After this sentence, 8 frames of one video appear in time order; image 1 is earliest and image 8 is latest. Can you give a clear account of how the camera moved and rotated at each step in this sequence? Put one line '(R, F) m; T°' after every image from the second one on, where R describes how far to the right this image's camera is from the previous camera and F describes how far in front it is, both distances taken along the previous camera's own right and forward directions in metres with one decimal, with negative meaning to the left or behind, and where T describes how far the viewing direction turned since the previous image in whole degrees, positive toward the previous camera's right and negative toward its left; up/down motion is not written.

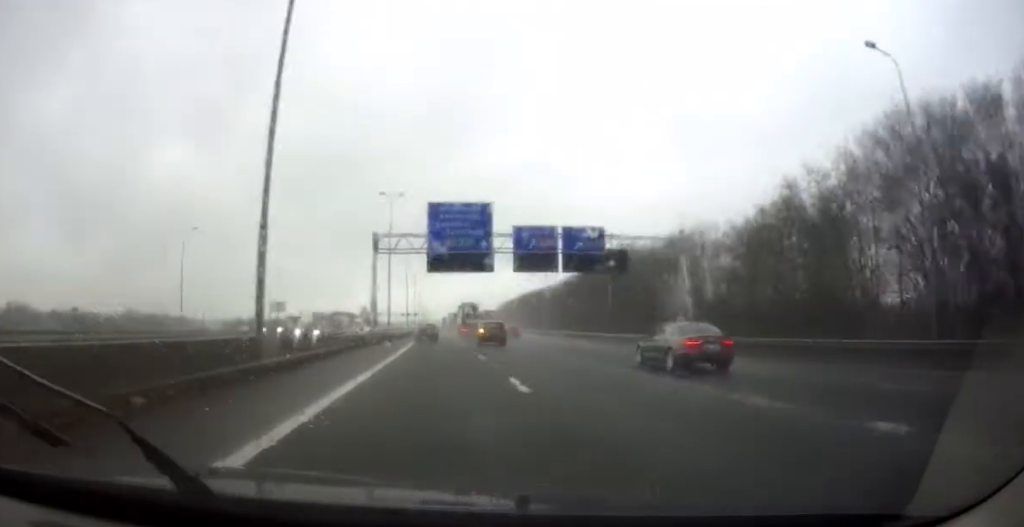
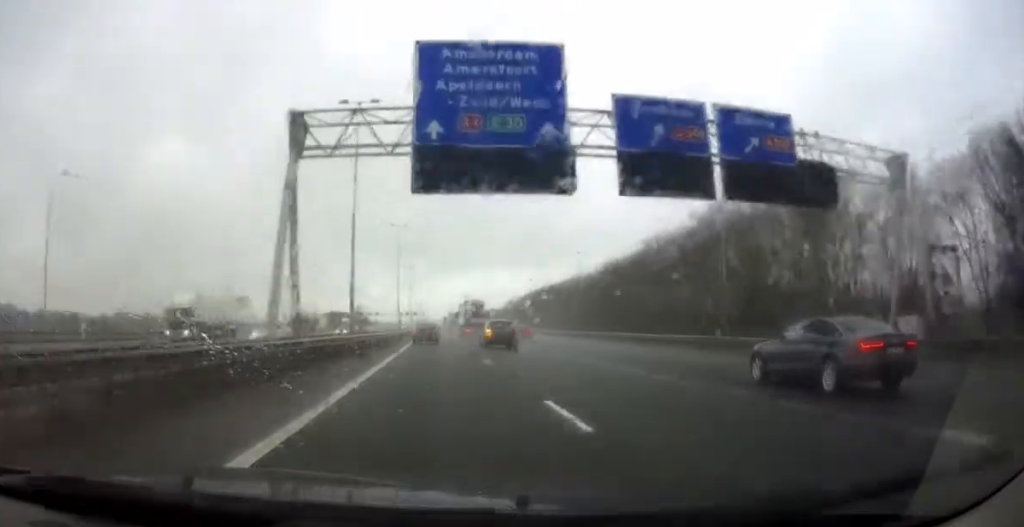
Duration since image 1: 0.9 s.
(0.0, +28.6) m; 0°
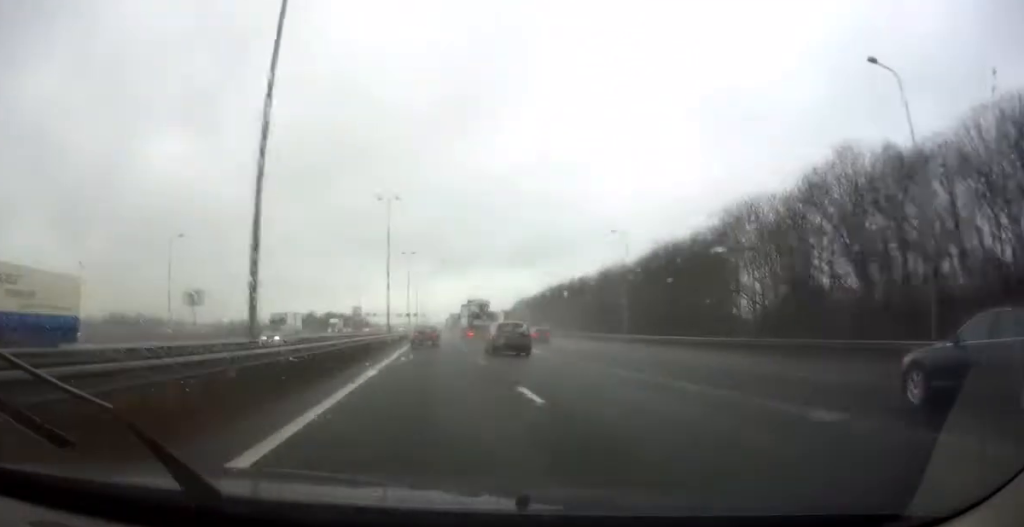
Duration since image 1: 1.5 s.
(0.0, +20.2) m; 0°
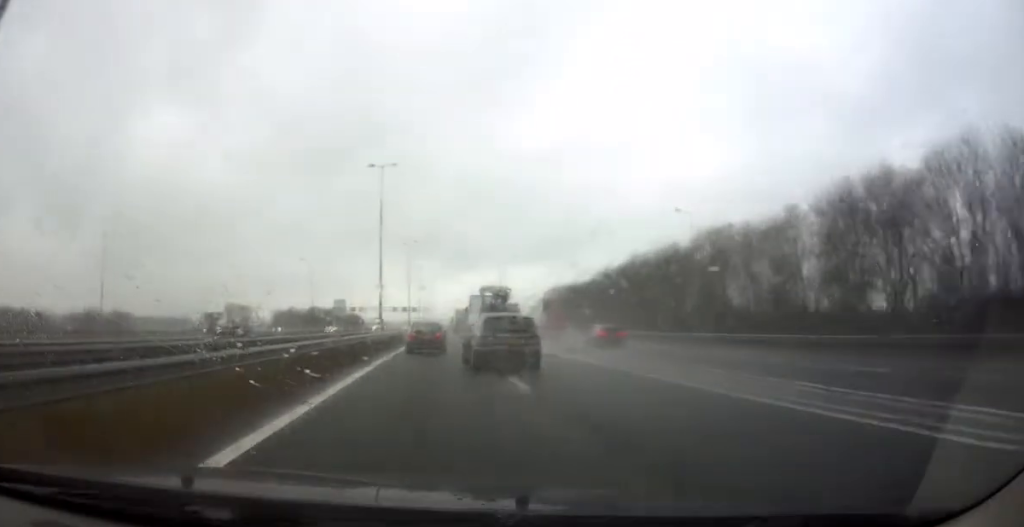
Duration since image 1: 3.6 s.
(-0.1, +62.3) m; 0°
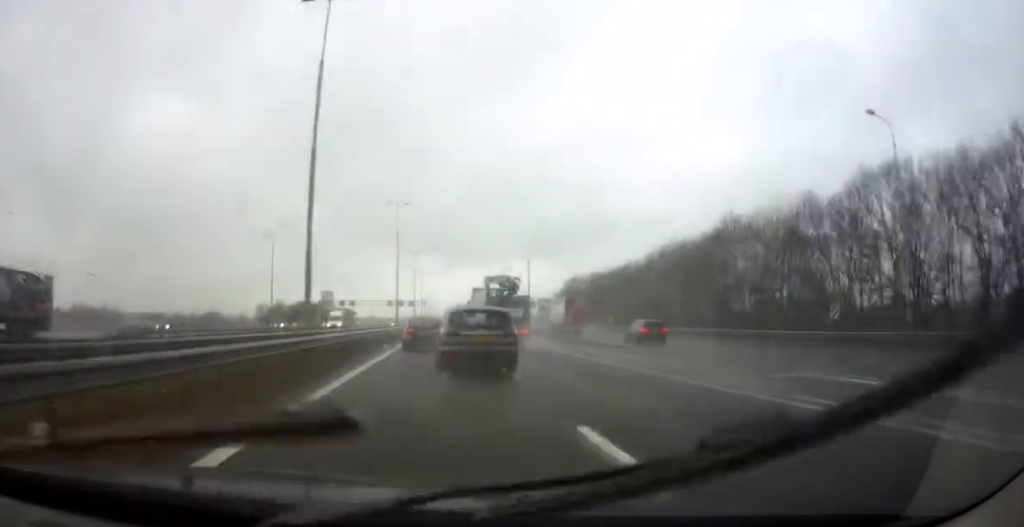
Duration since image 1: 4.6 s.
(0.0, +29.8) m; 0°
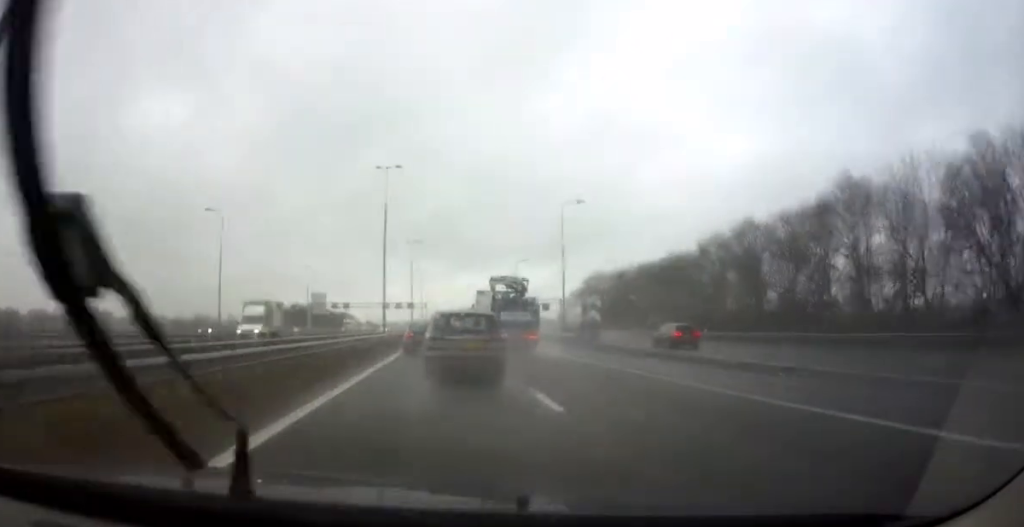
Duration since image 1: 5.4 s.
(0.0, +19.5) m; 0°
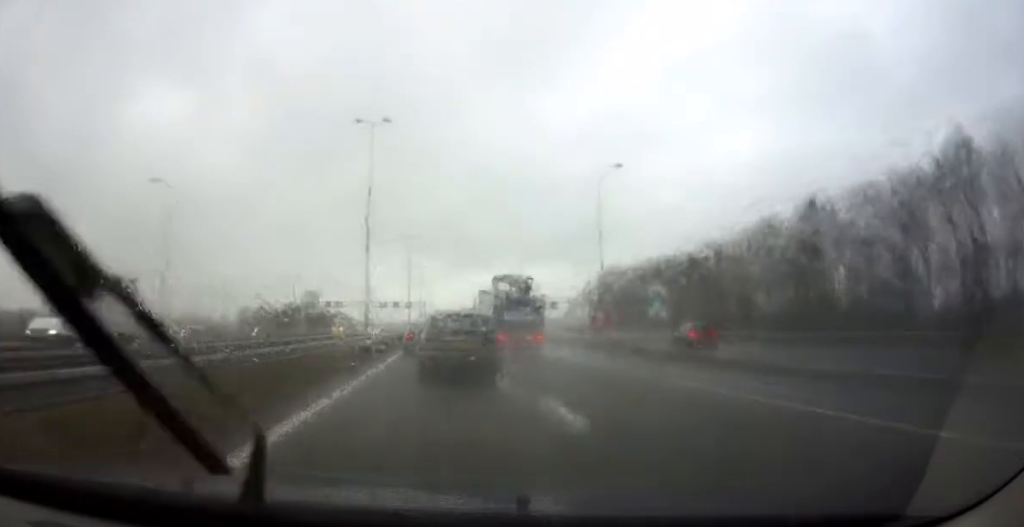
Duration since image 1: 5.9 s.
(0.0, +13.1) m; 0°
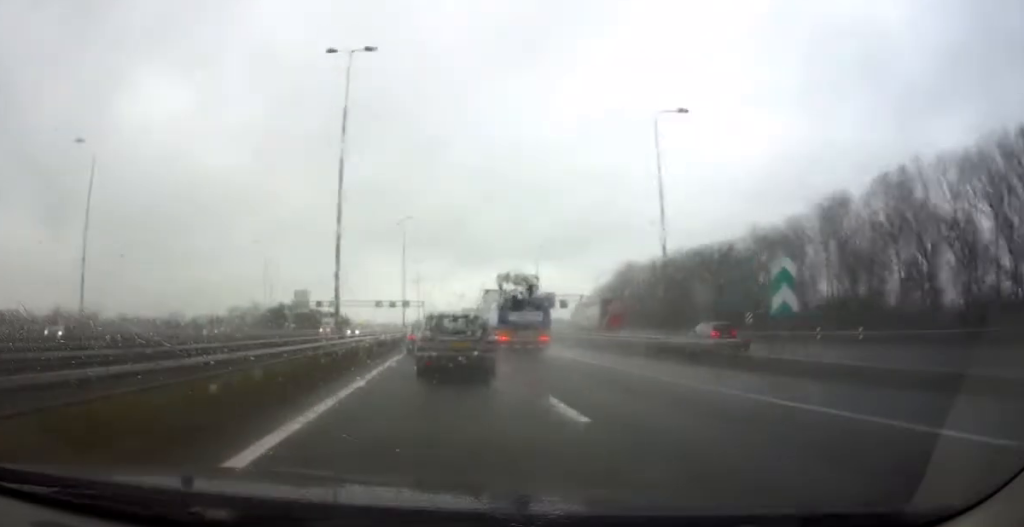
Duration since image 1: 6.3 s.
(-0.1, +11.9) m; 0°
